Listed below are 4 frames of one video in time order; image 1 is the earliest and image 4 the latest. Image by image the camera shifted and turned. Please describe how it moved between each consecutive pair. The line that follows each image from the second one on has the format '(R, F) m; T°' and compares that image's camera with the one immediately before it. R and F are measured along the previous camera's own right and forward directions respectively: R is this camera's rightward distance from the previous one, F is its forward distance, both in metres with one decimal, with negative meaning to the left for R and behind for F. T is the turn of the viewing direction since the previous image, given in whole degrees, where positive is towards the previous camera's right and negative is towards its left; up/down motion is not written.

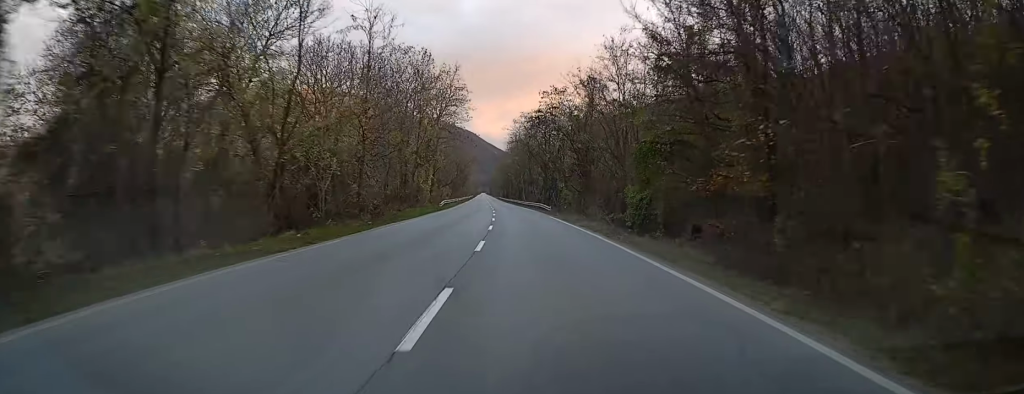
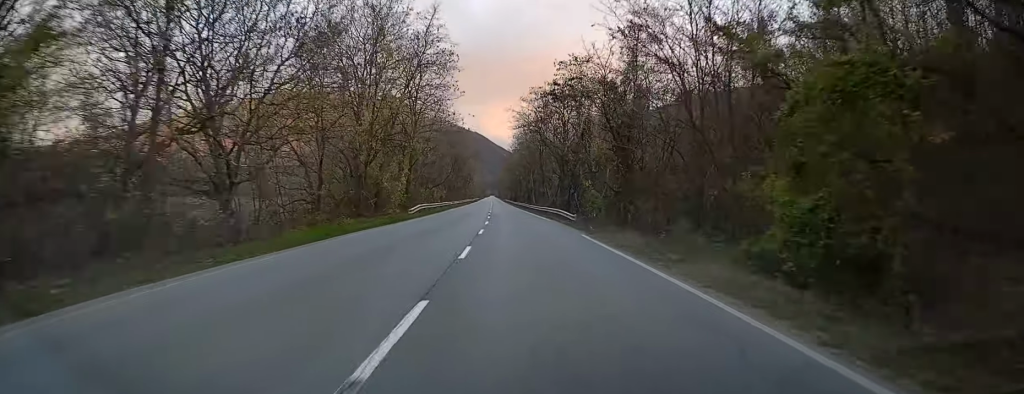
(-0.1, +19.4) m; -1°
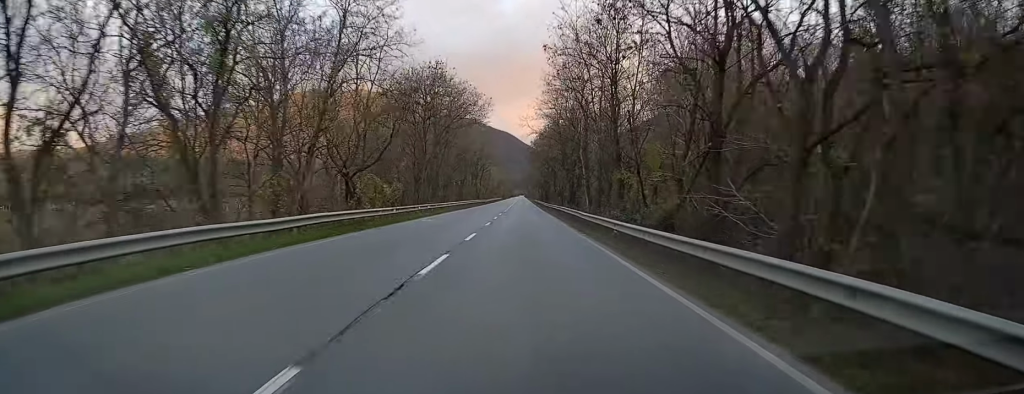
(-0.5, +47.9) m; -1°
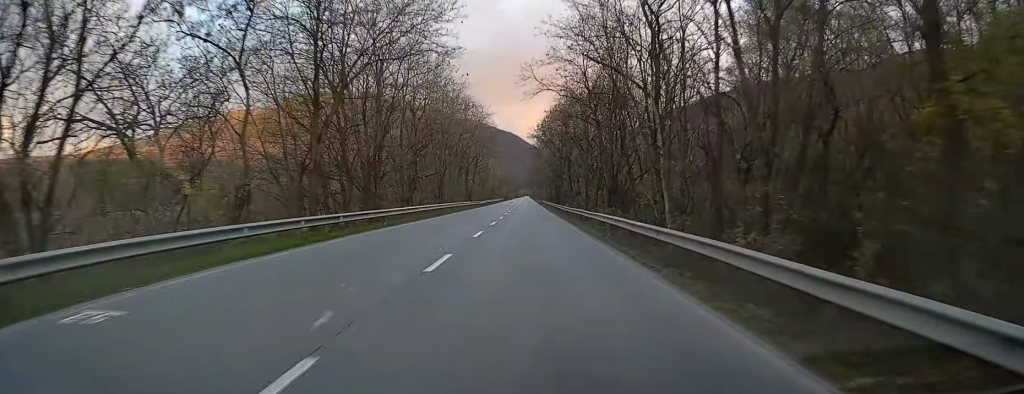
(-0.1, +26.3) m; -1°
